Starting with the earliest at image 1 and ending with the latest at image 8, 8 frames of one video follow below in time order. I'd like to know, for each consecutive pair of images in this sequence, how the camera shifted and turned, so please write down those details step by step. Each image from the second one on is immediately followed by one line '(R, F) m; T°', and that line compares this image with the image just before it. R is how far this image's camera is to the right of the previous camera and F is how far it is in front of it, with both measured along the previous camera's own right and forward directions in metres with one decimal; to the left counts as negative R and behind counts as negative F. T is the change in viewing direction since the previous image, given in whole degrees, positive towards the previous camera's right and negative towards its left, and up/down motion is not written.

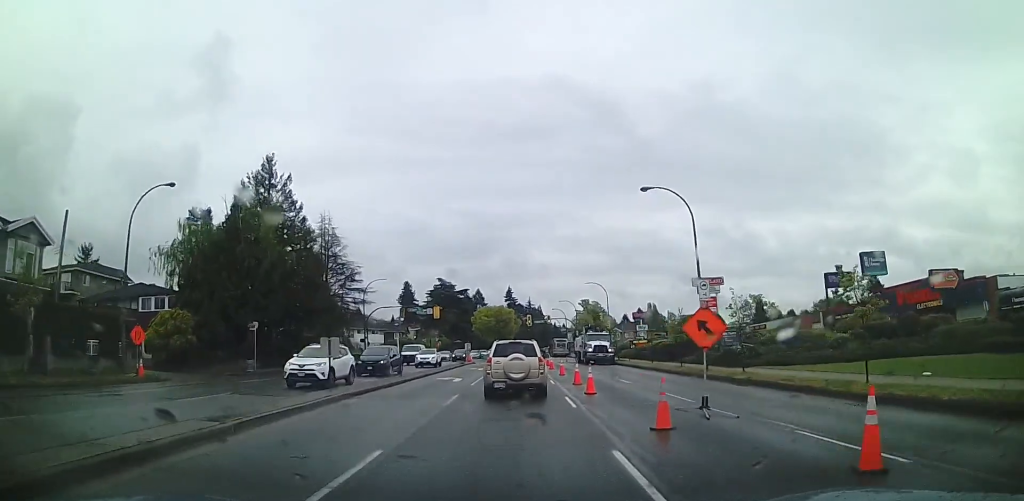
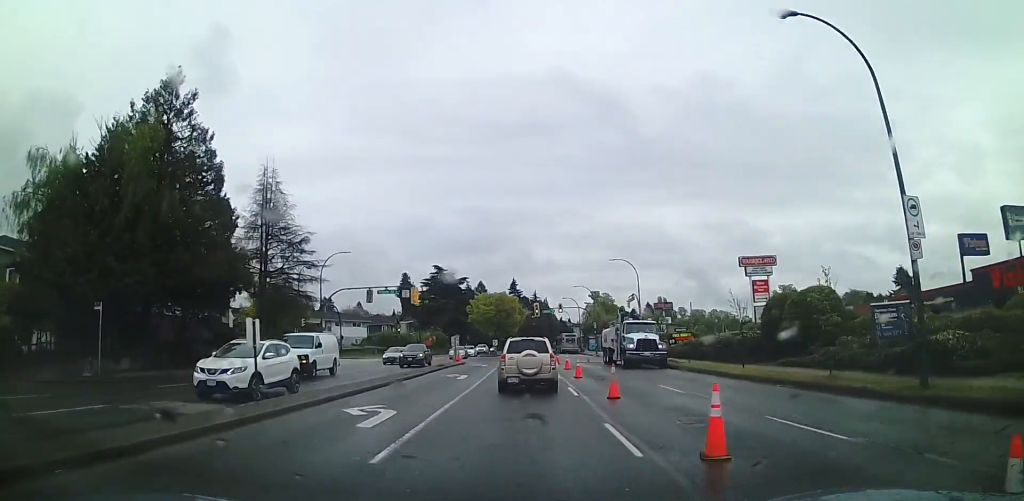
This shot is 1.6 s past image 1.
(-0.1, +14.7) m; -3°
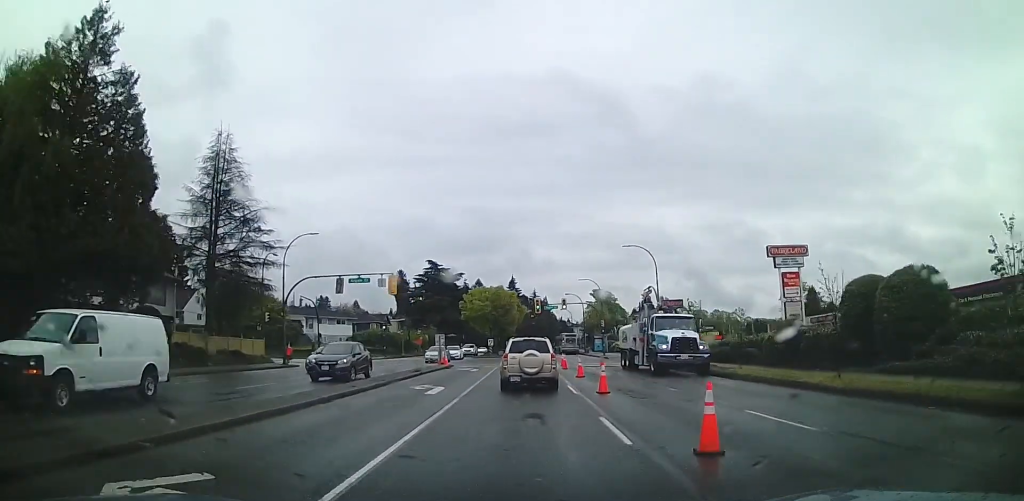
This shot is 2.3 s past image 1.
(-0.1, +7.5) m; -1°
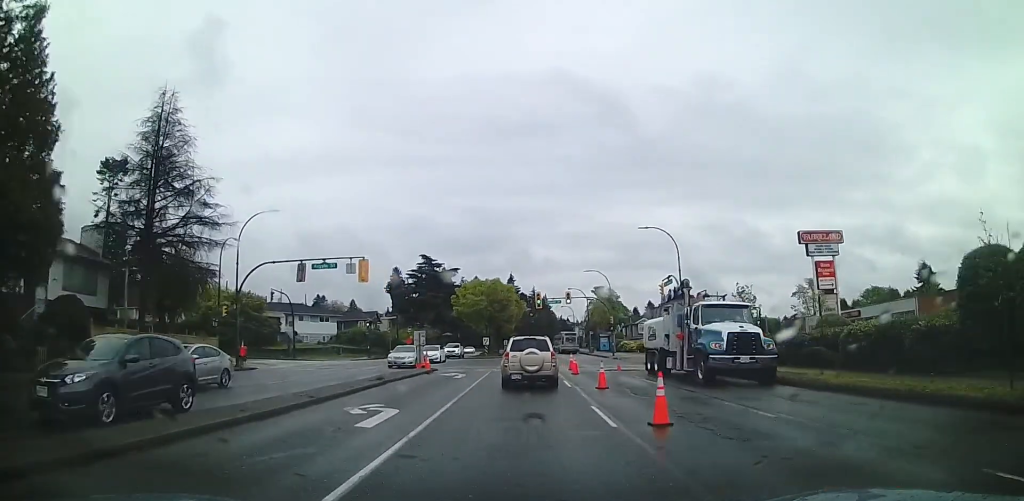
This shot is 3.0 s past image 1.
(0.0, +6.7) m; 0°
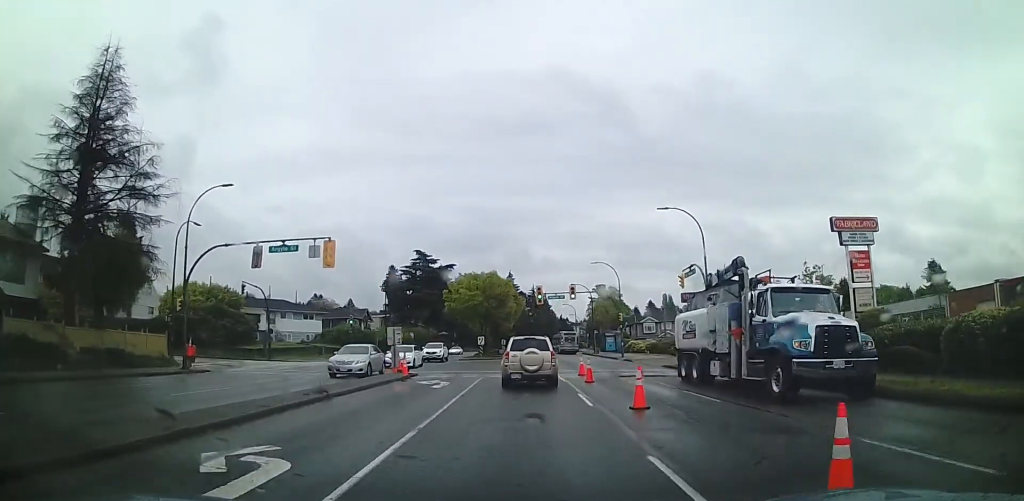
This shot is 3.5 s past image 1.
(0.0, +5.4) m; 0°
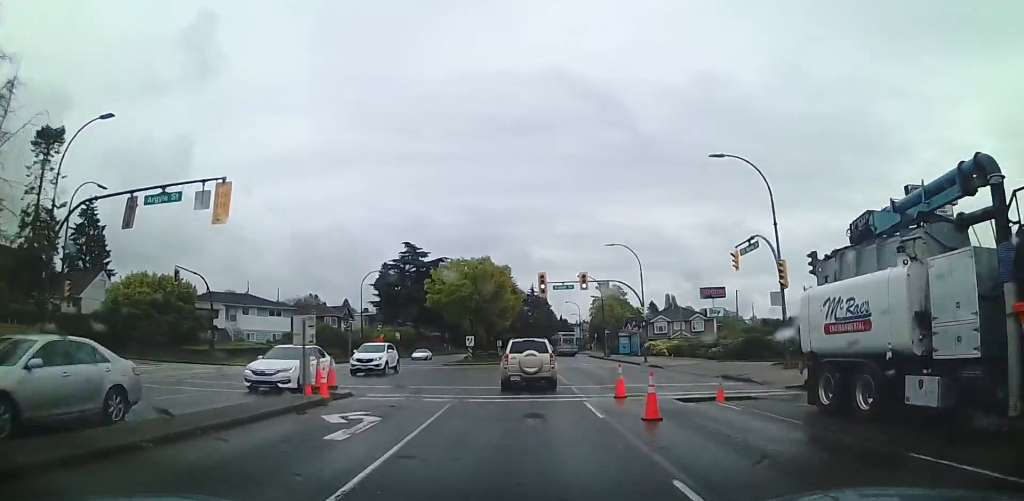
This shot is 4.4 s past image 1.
(0.0, +9.3) m; +2°
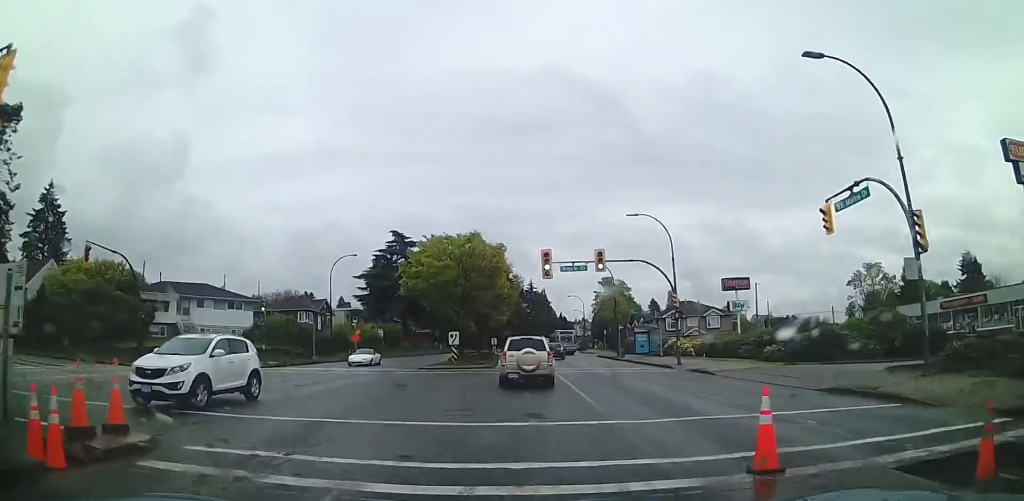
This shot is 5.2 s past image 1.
(+0.2, +8.4) m; +1°
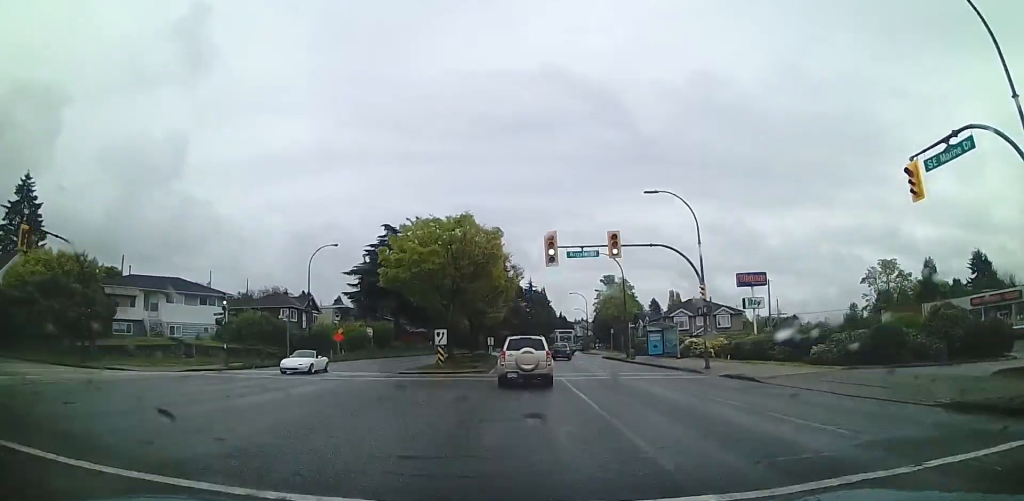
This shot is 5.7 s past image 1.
(+0.2, +4.5) m; 0°
